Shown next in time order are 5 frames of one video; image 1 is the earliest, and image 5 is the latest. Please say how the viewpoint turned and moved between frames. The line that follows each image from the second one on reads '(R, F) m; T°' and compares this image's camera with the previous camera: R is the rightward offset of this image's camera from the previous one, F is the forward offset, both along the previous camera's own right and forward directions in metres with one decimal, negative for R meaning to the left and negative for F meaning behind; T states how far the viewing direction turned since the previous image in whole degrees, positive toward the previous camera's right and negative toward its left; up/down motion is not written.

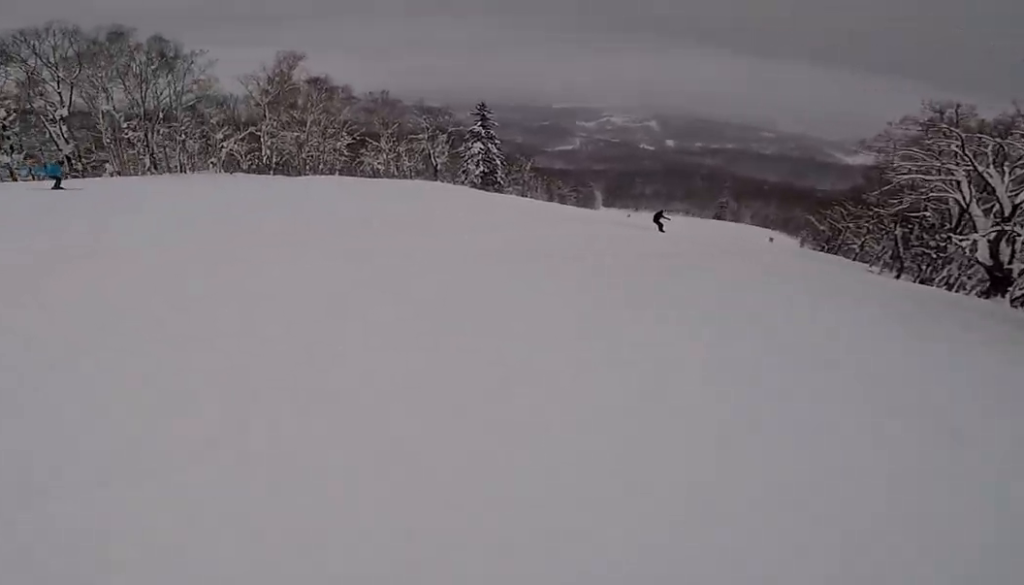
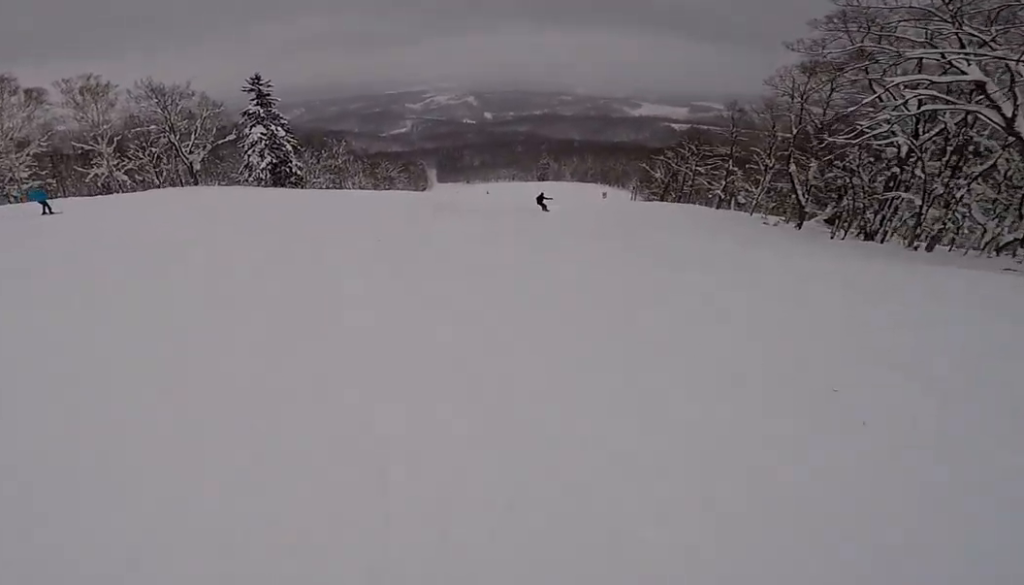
(-4.2, +25.1) m; -3°
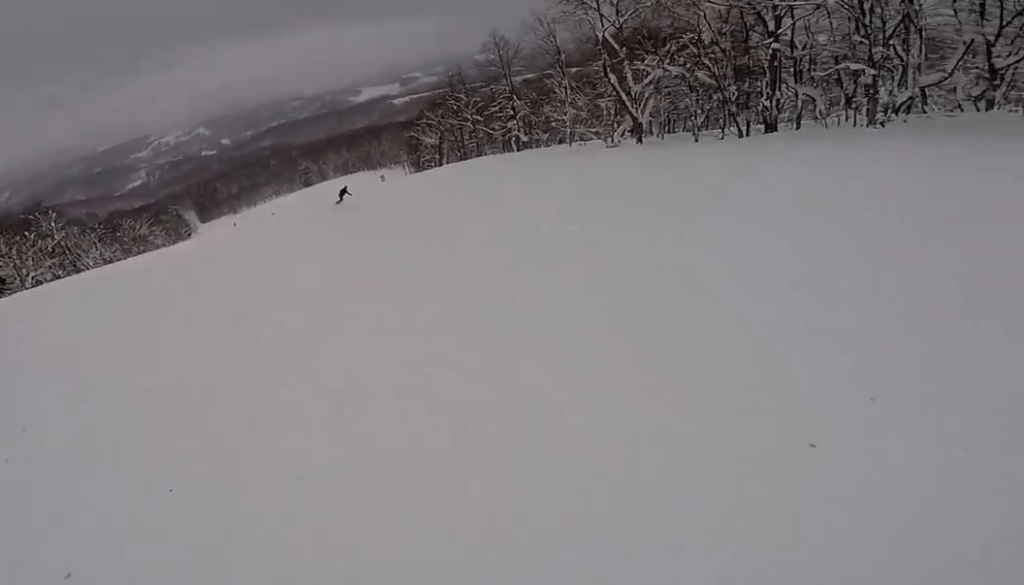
(+1.9, +14.7) m; +13°
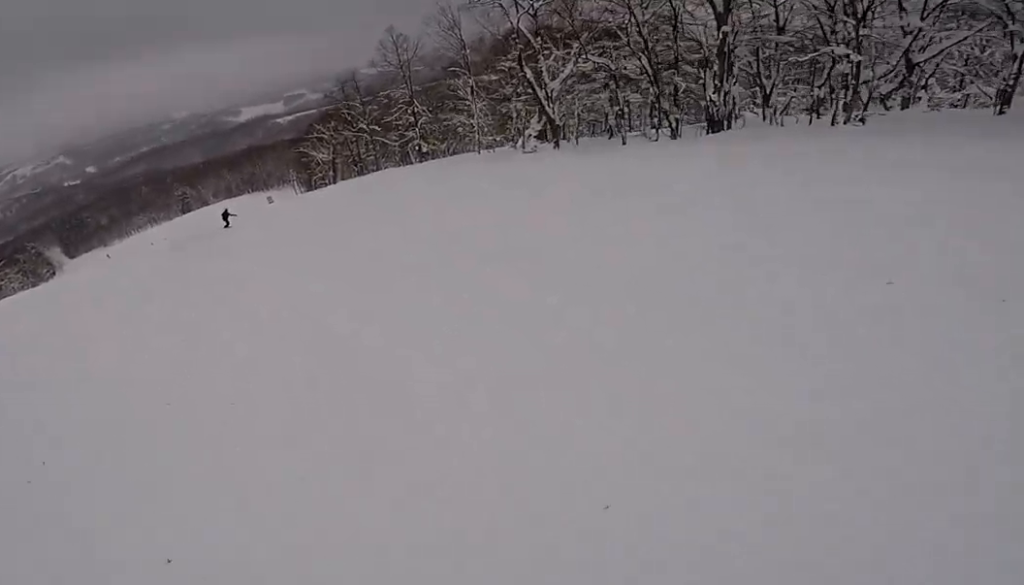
(-0.4, +5.5) m; +5°
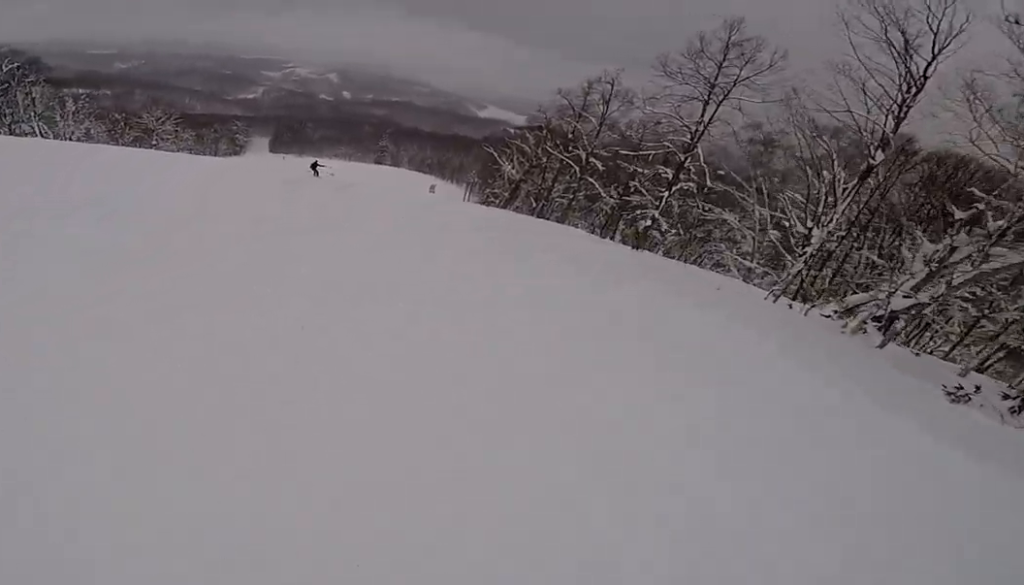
(+3.3, +21.1) m; -8°
